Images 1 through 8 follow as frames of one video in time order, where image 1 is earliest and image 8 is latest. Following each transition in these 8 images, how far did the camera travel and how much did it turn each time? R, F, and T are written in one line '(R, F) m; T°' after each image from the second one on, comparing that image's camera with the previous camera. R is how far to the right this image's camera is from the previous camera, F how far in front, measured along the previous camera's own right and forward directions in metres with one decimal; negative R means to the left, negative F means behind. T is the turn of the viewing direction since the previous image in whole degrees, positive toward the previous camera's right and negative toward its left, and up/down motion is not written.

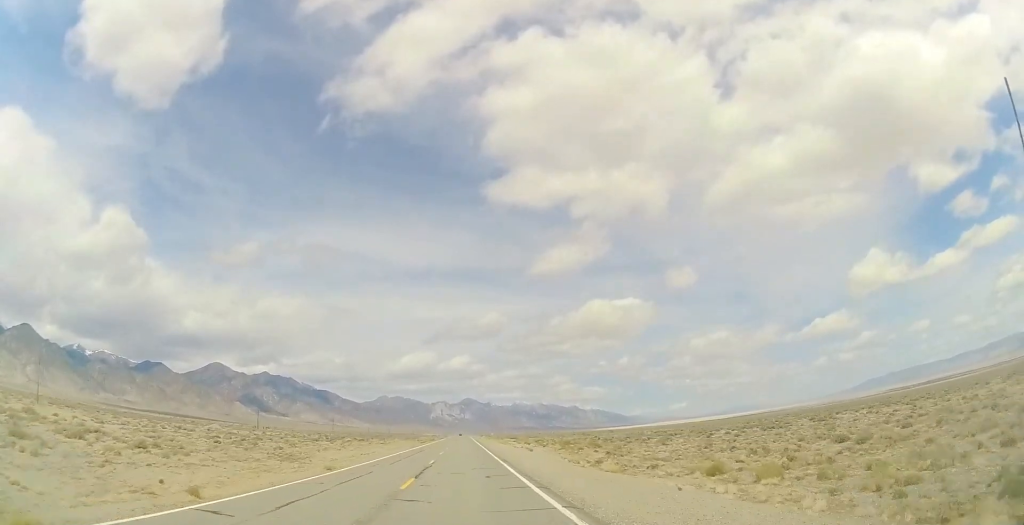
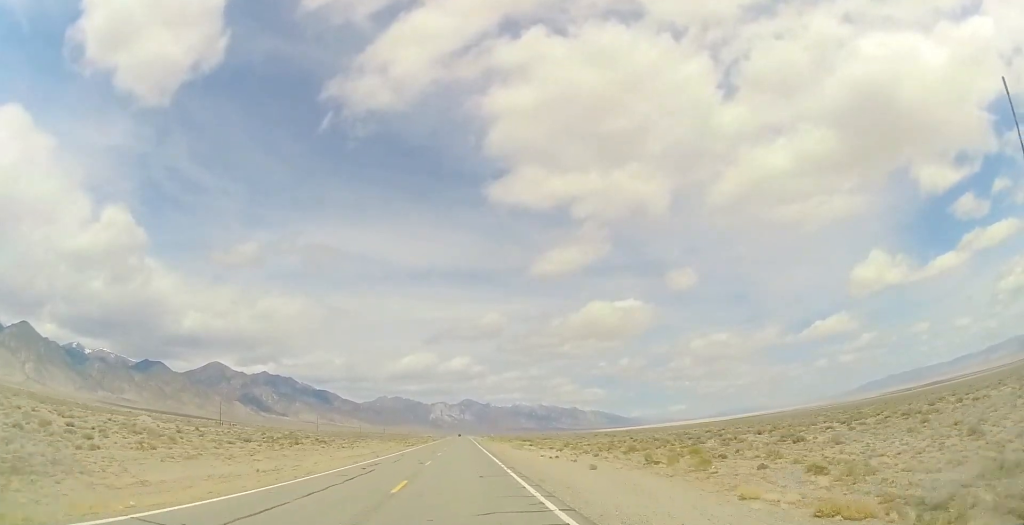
(-0.3, +25.4) m; 0°
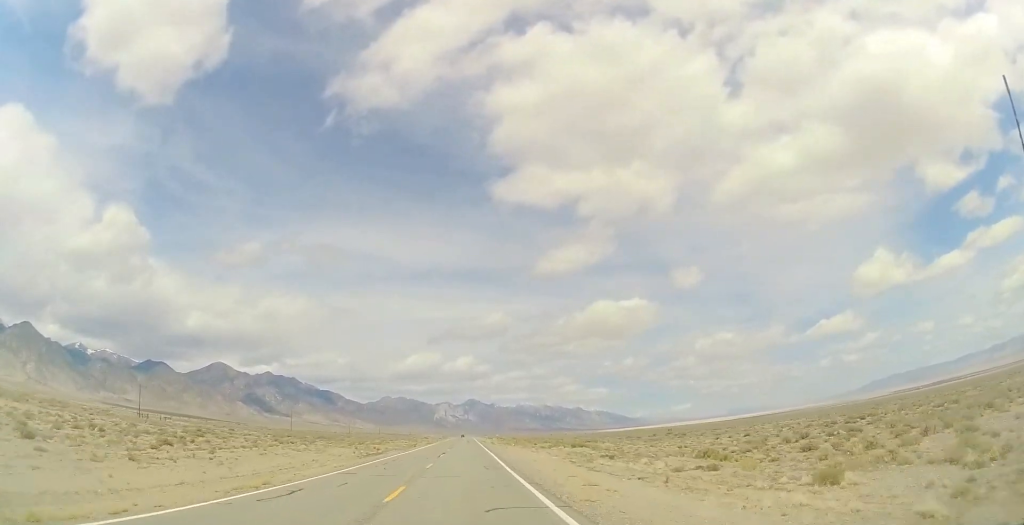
(+0.1, +38.2) m; -1°
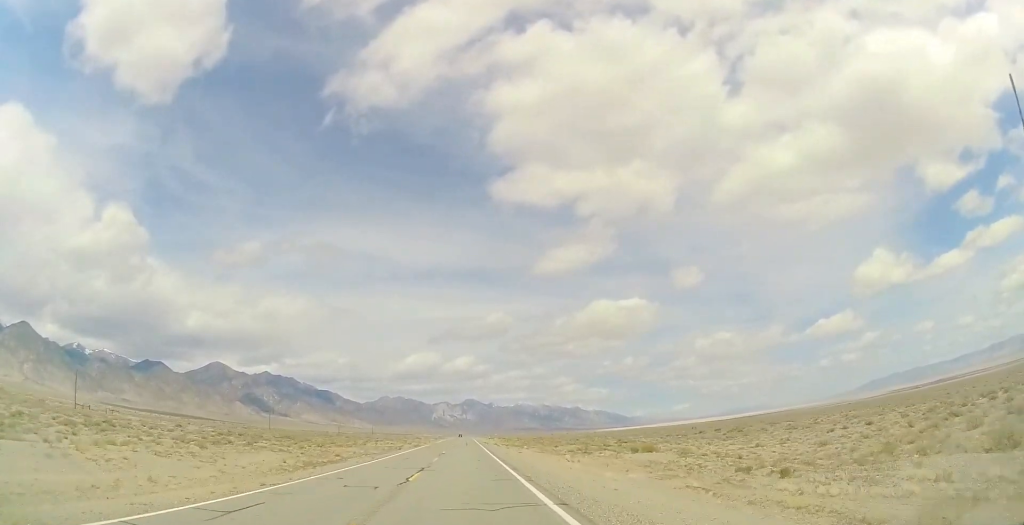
(-0.5, +19.0) m; -1°
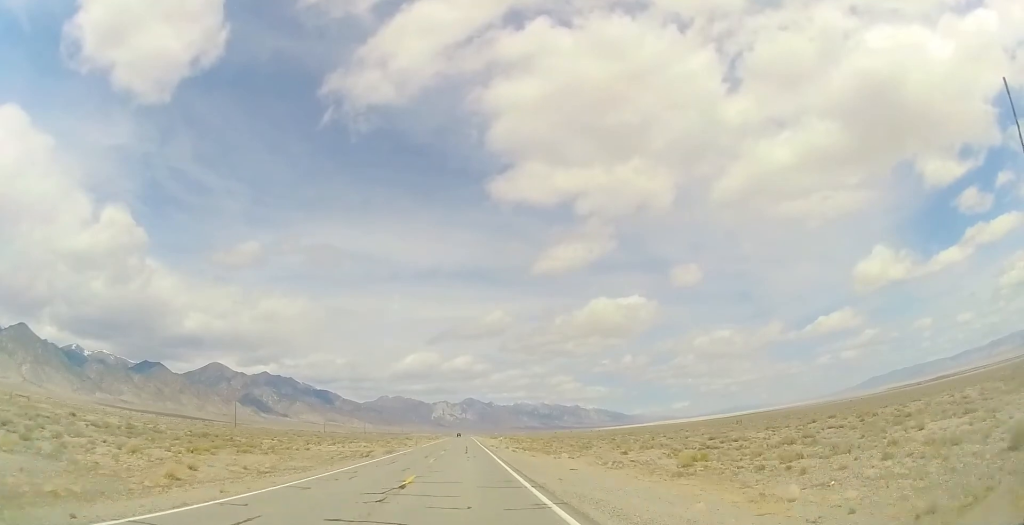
(+0.1, +25.3) m; 0°
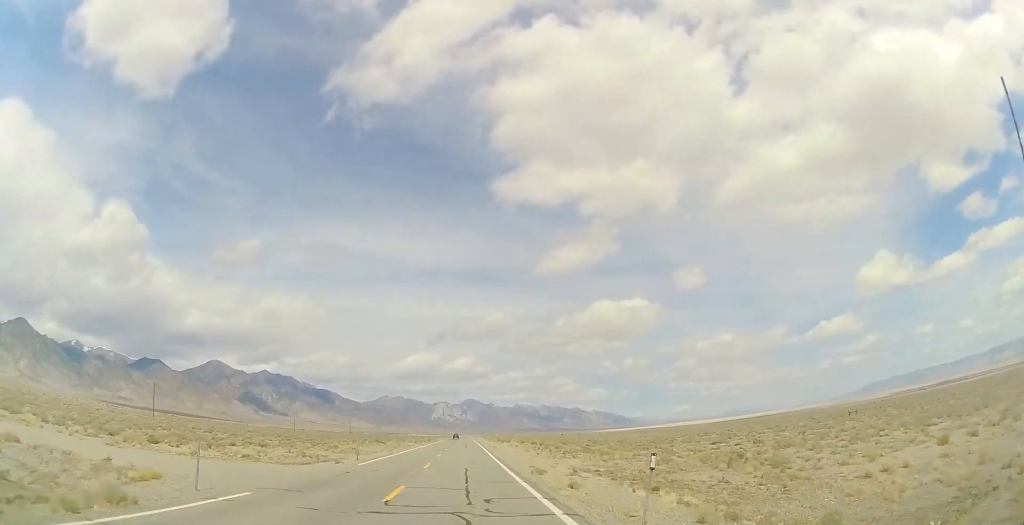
(+0.2, +40.4) m; 0°
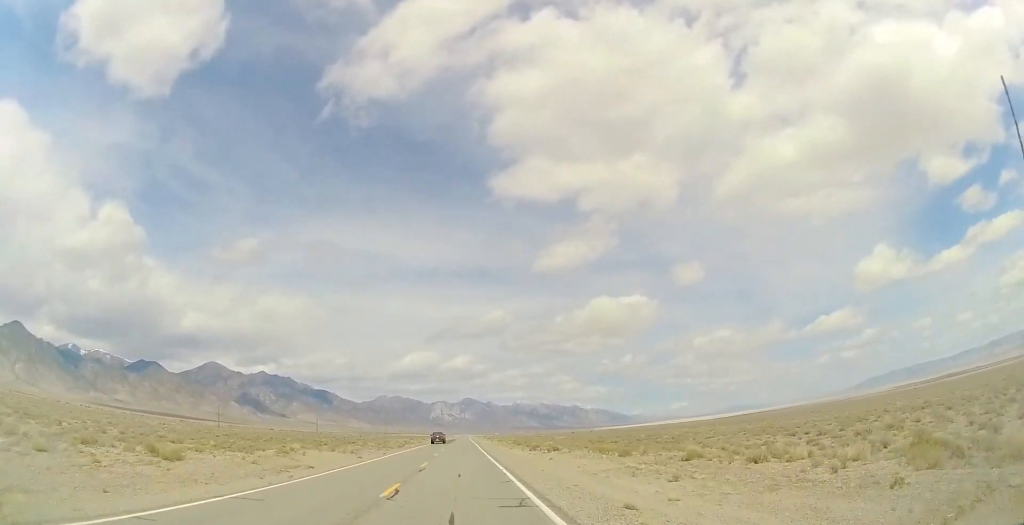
(+0.7, +60.2) m; 0°
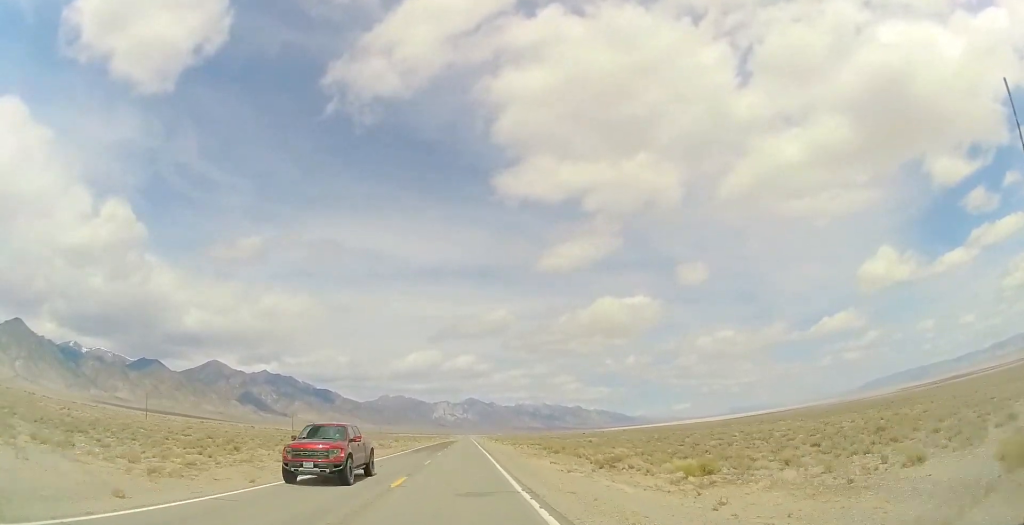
(-0.6, +34.2) m; -1°
